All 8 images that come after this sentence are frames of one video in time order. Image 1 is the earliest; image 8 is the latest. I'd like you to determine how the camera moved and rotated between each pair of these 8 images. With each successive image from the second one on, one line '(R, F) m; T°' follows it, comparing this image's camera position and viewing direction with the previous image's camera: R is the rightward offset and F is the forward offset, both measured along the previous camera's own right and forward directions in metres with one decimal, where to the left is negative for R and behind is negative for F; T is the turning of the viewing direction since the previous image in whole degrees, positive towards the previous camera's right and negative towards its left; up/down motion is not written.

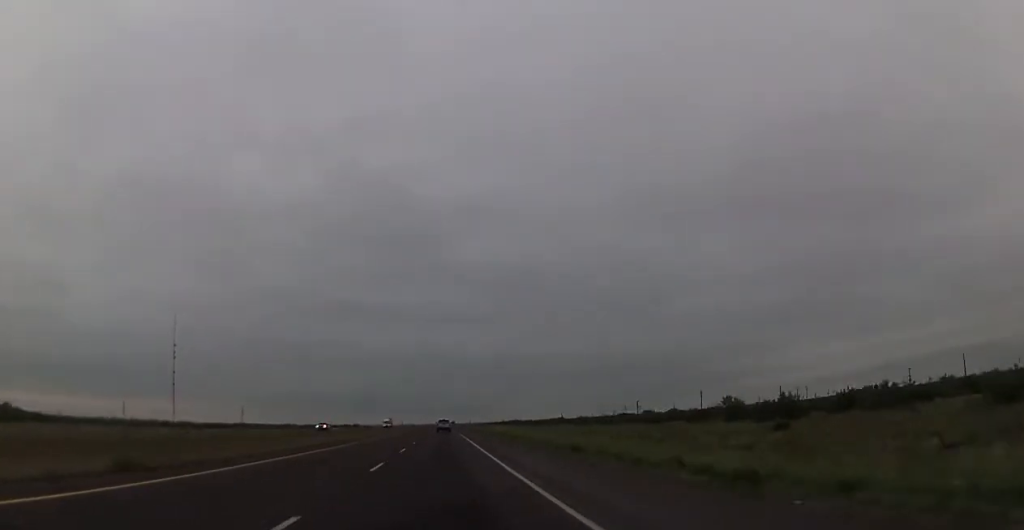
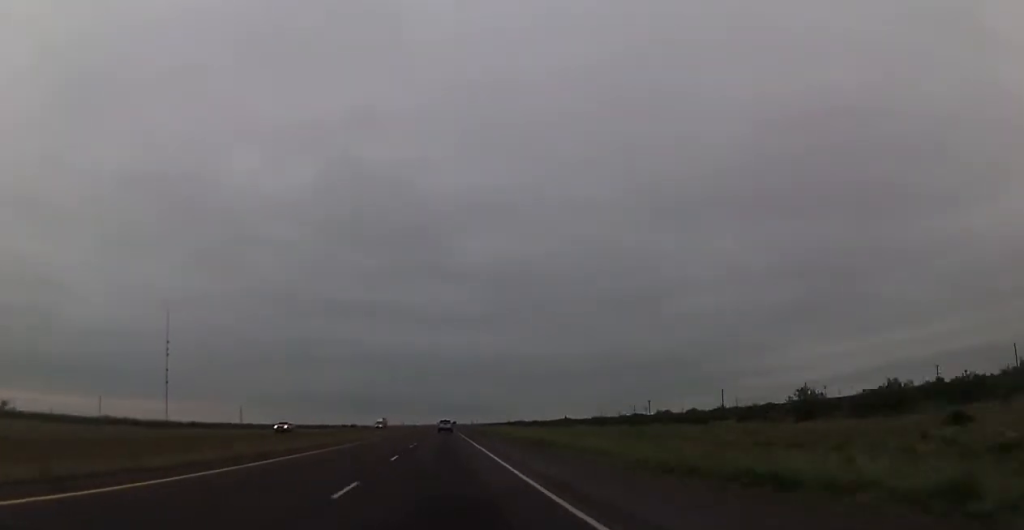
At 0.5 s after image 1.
(+0.1, +18.6) m; 0°
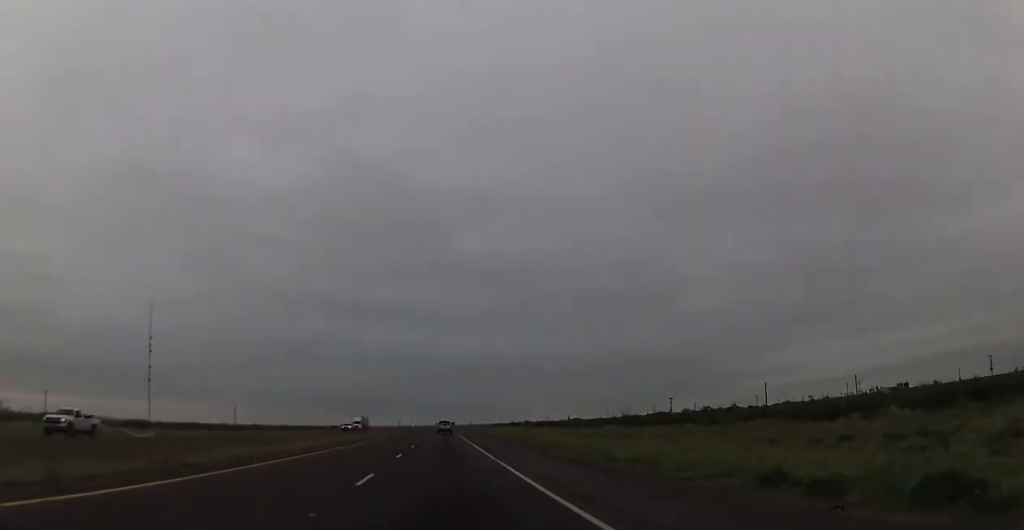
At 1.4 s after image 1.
(0.0, +33.5) m; 0°
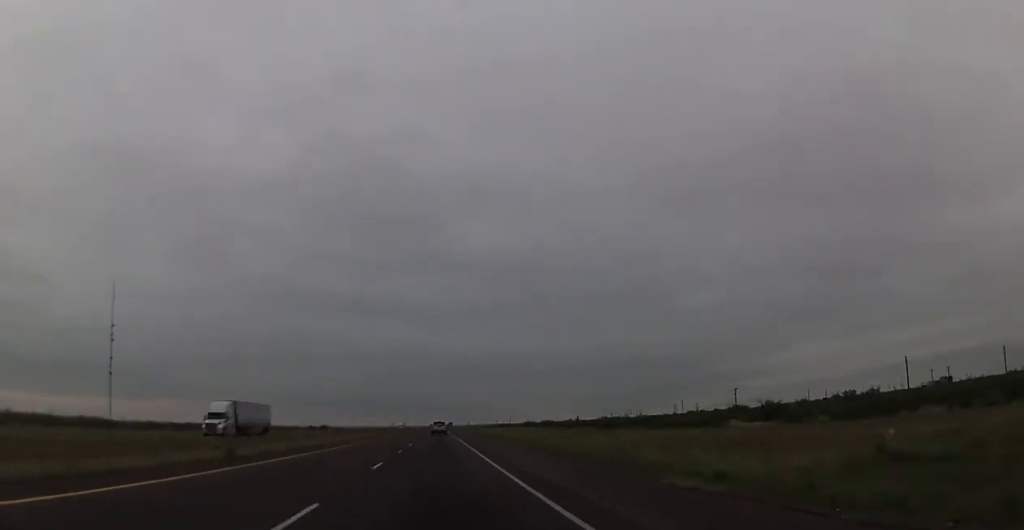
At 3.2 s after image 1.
(+0.3, +67.0) m; +1°
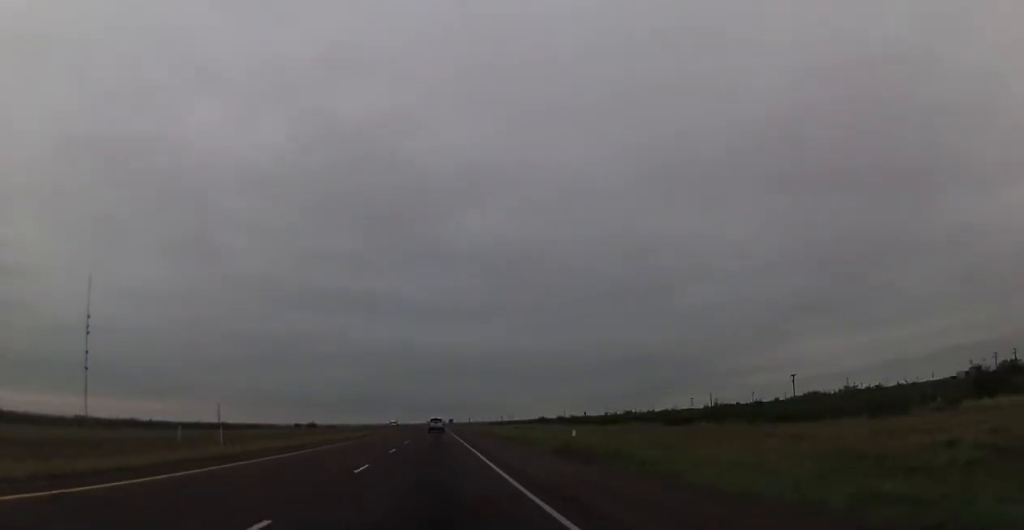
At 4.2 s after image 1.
(-0.1, +38.4) m; 0°
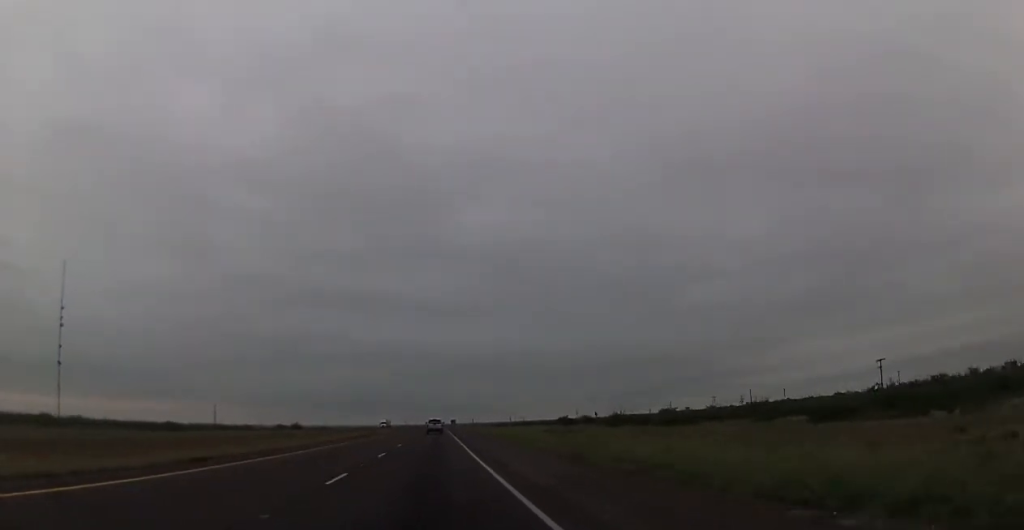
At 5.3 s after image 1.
(+0.1, +39.7) m; 0°
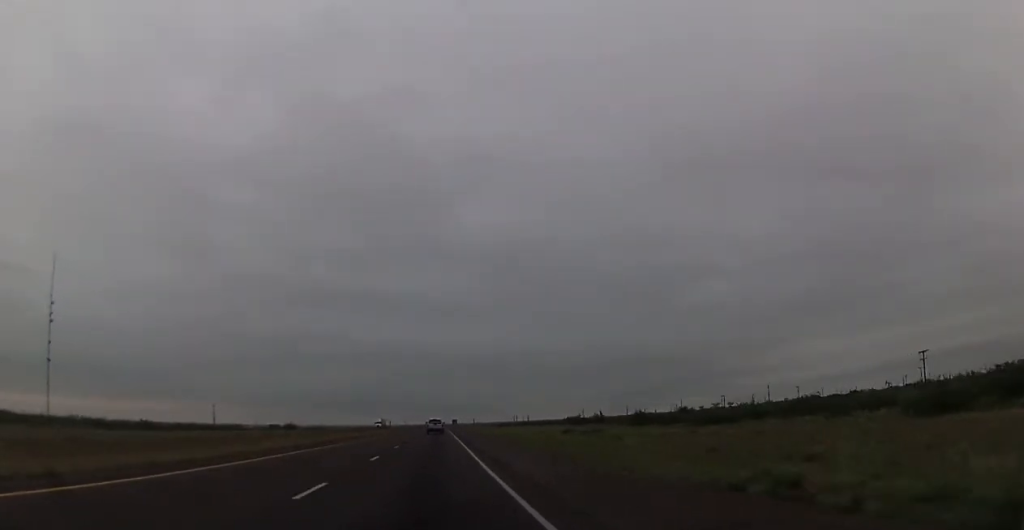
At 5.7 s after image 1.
(0.0, +14.9) m; 0°
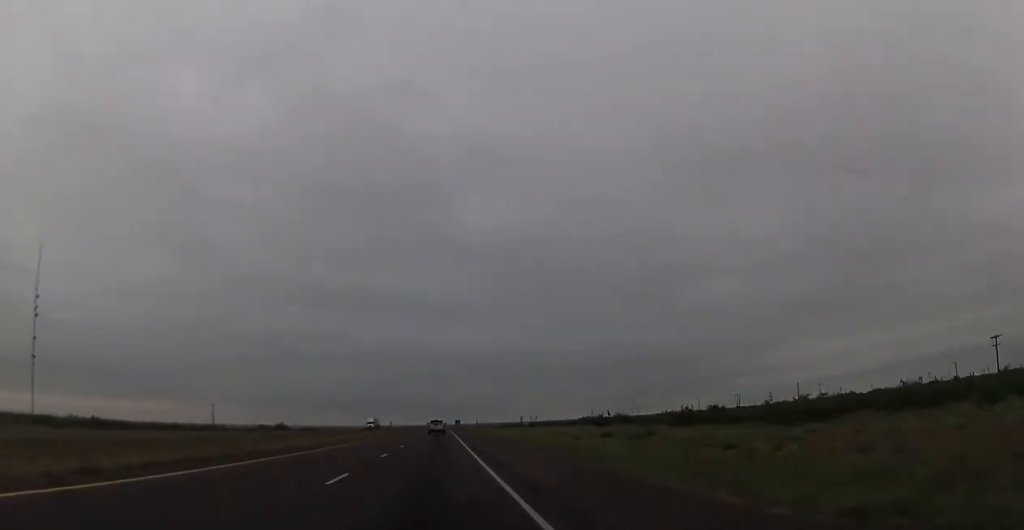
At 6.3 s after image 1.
(0.0, +21.1) m; 0°
